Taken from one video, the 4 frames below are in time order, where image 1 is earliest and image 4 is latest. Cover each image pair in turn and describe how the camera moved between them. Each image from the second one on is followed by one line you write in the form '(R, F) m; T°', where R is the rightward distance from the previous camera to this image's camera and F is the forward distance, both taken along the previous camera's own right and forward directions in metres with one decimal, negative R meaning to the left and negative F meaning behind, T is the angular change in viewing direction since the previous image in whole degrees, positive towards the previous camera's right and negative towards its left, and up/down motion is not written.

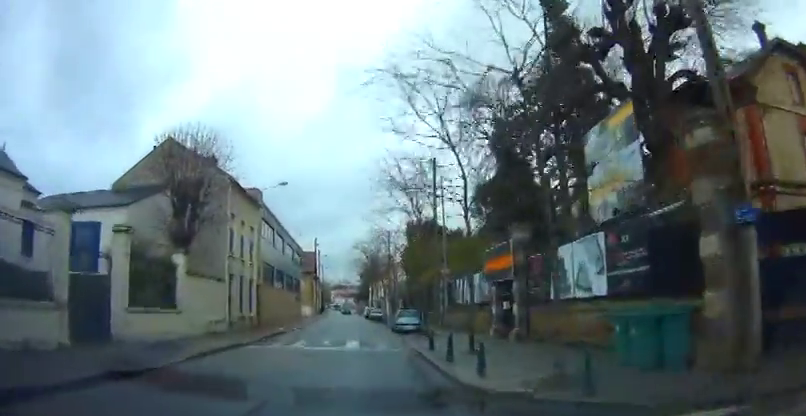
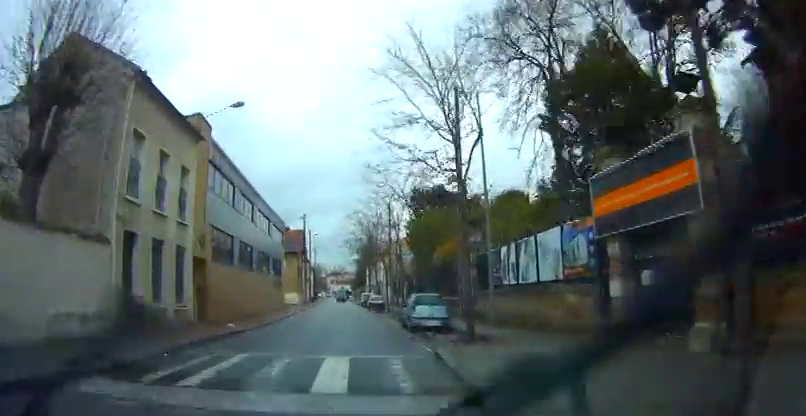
(0.0, +9.8) m; 0°
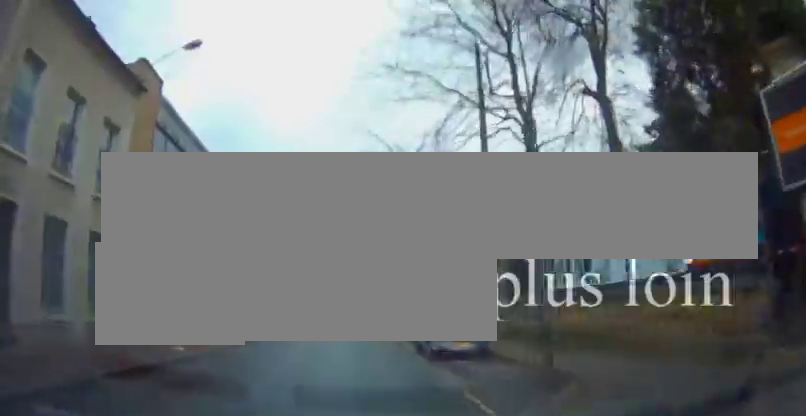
(0.0, +5.8) m; 0°
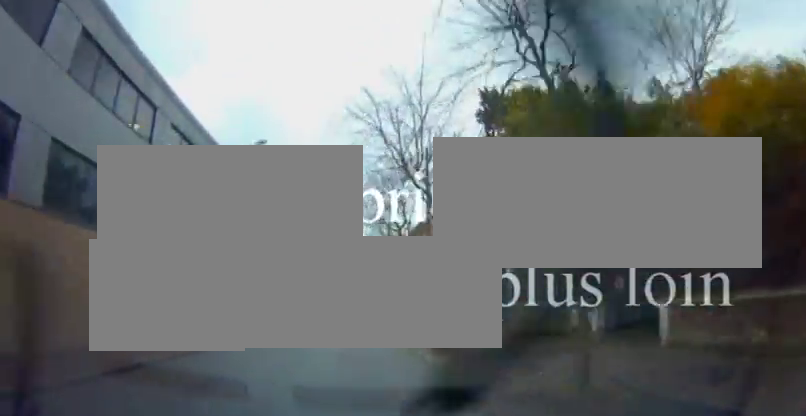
(-0.1, +17.9) m; 0°
